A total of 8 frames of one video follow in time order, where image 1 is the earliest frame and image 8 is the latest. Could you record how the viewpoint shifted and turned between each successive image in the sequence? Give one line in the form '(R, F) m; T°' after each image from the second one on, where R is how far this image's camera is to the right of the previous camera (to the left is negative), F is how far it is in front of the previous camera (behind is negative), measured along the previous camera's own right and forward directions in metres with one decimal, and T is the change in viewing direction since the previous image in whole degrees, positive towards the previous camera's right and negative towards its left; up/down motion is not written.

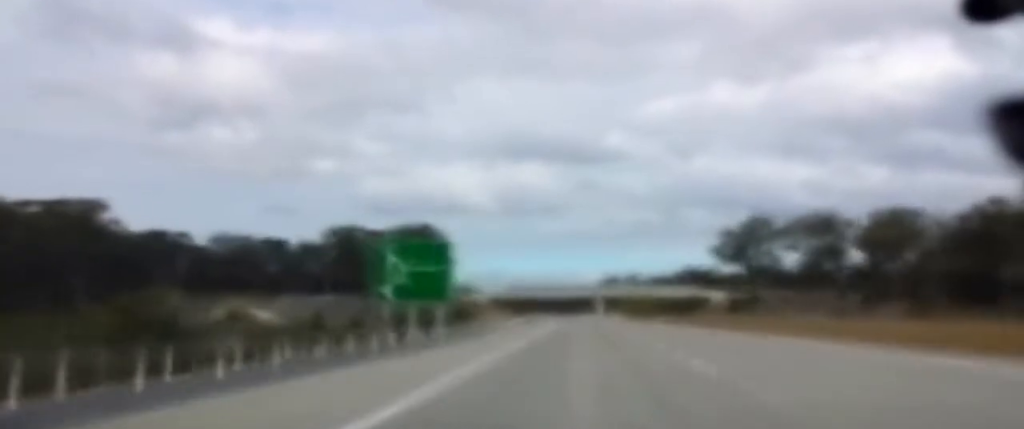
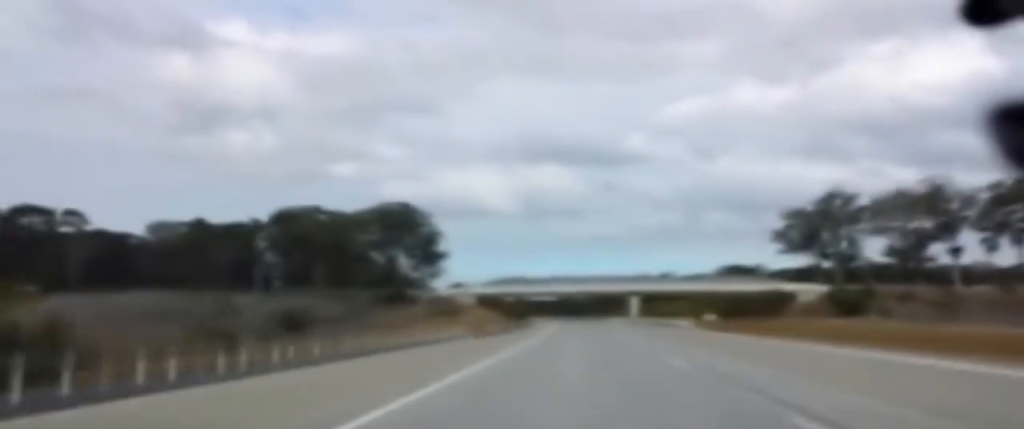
(+0.3, +73.1) m; 0°
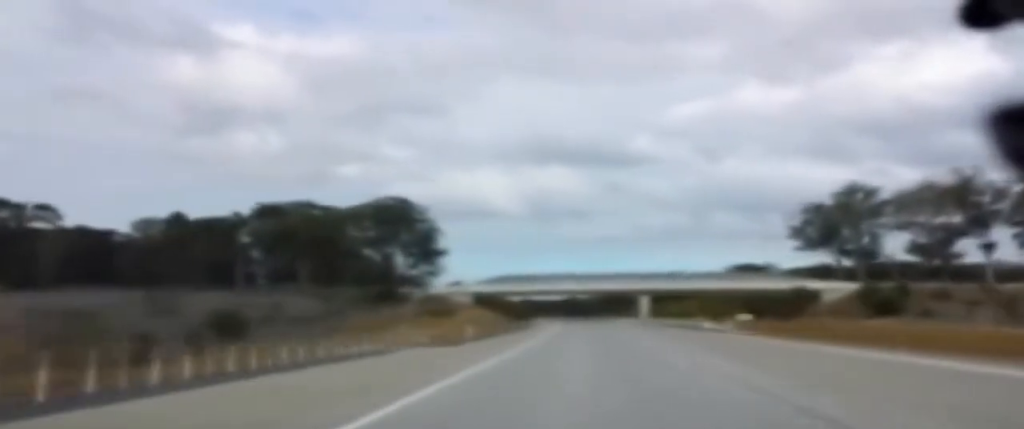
(+0.2, +14.2) m; +1°
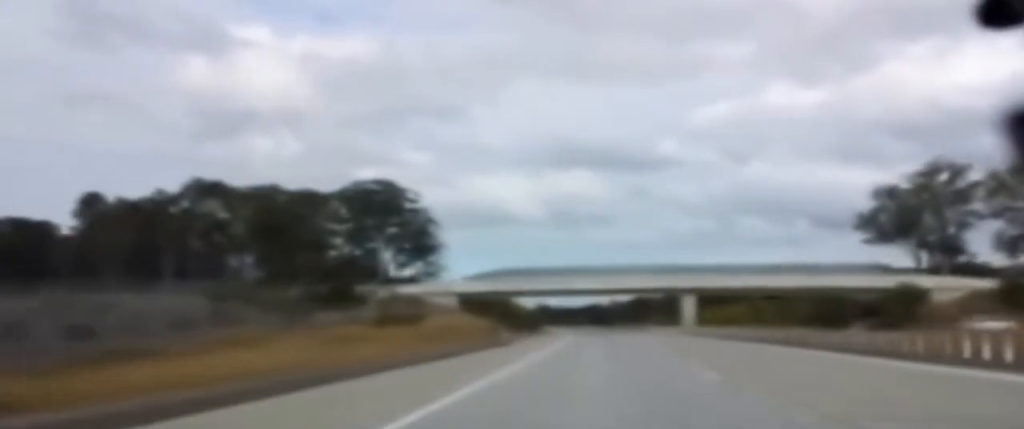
(+0.3, +37.4) m; 0°
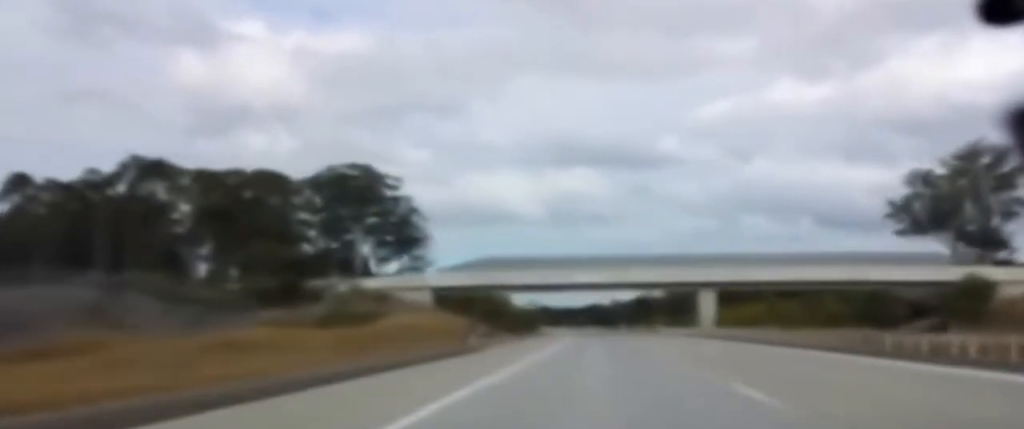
(-0.2, +17.2) m; -2°
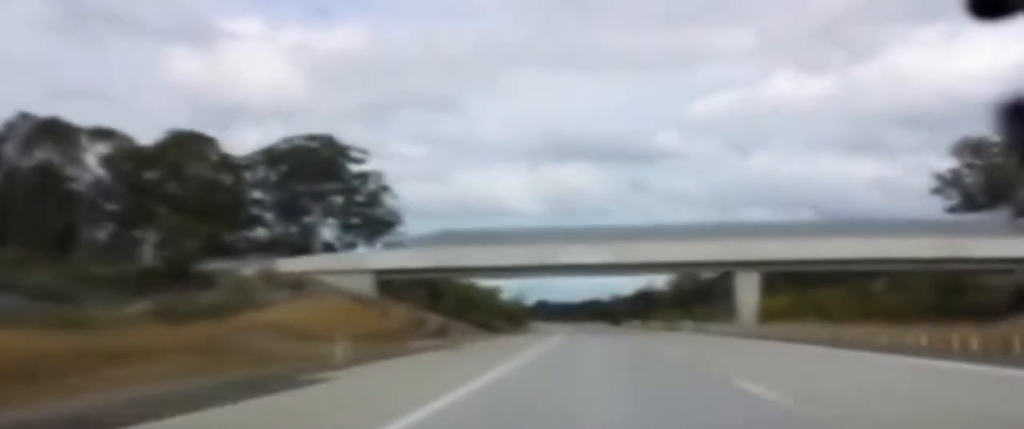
(-0.6, +26.3) m; -2°
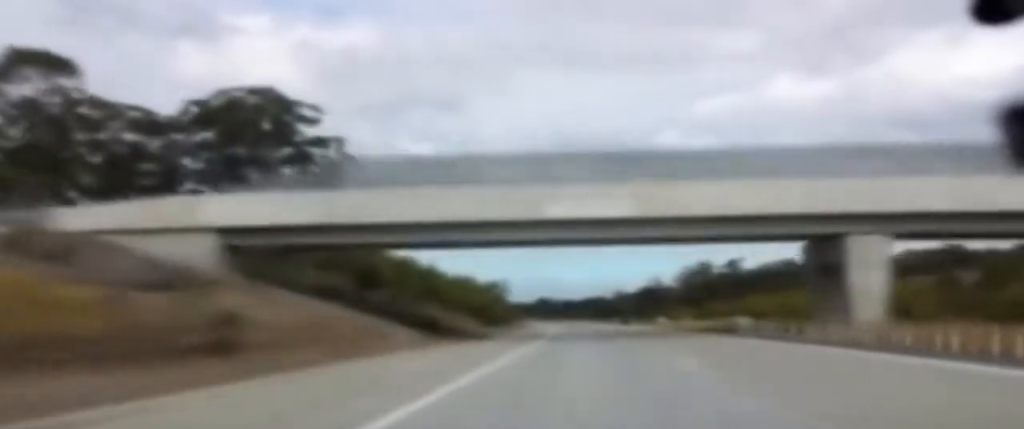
(-0.3, +32.5) m; 0°
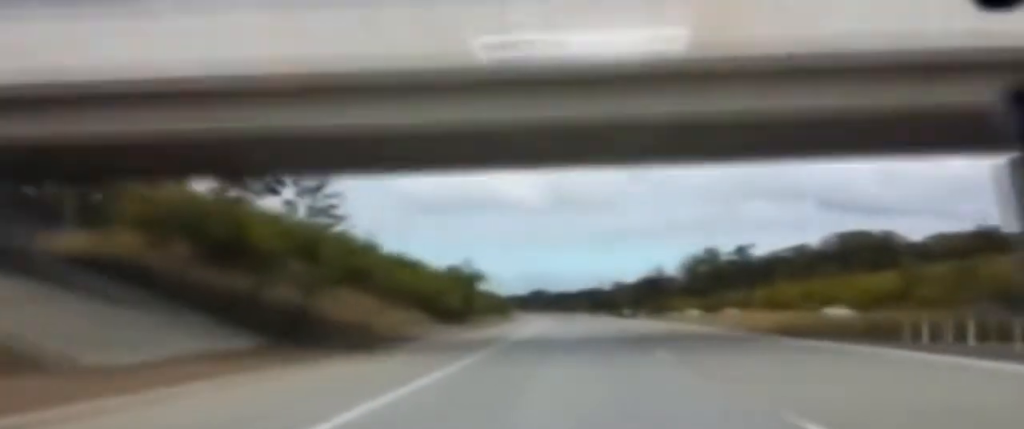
(+0.3, +24.3) m; +1°
